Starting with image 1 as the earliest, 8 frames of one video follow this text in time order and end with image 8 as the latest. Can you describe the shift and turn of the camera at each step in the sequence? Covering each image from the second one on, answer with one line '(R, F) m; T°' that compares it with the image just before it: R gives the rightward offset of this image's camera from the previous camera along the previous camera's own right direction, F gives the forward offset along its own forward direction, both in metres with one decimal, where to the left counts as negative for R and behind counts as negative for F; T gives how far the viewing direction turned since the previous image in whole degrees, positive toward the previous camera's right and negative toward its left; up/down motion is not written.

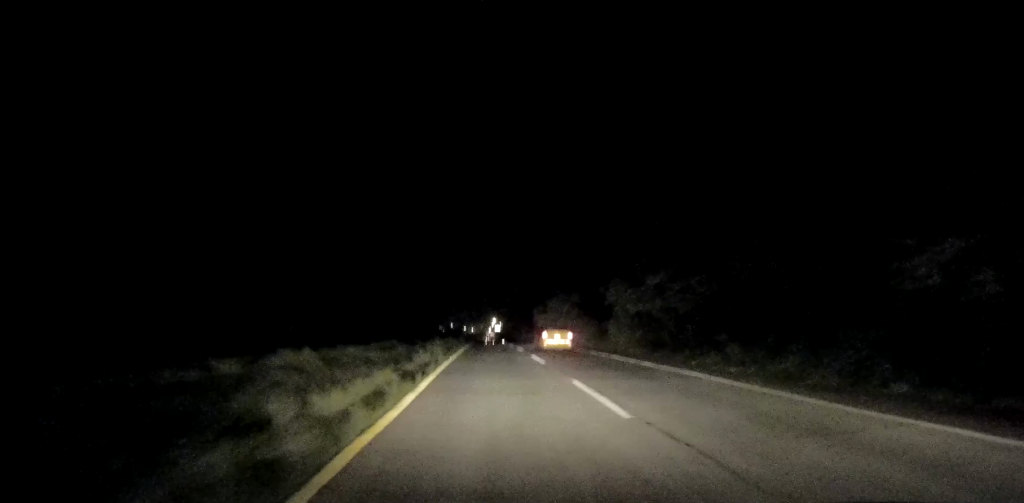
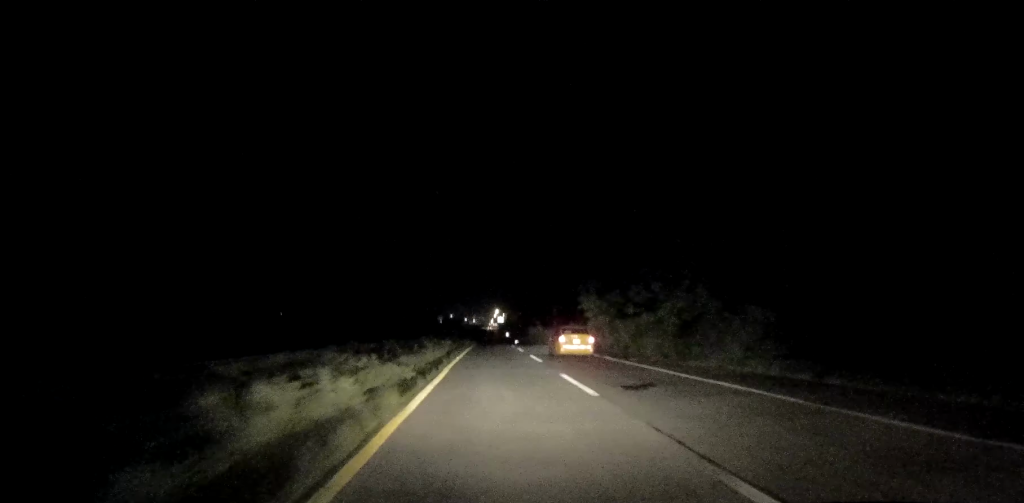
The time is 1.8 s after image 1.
(0.0, +33.2) m; 0°
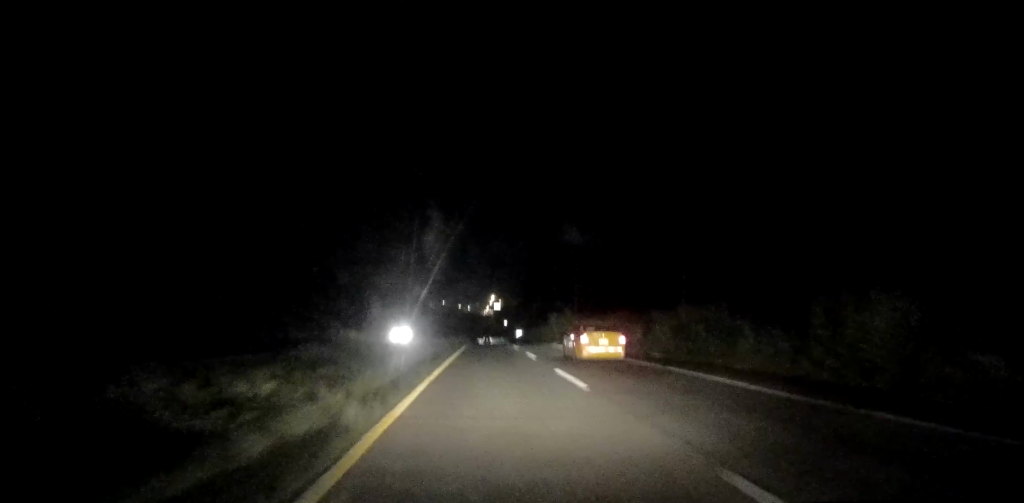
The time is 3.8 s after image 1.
(0.0, +35.6) m; 0°
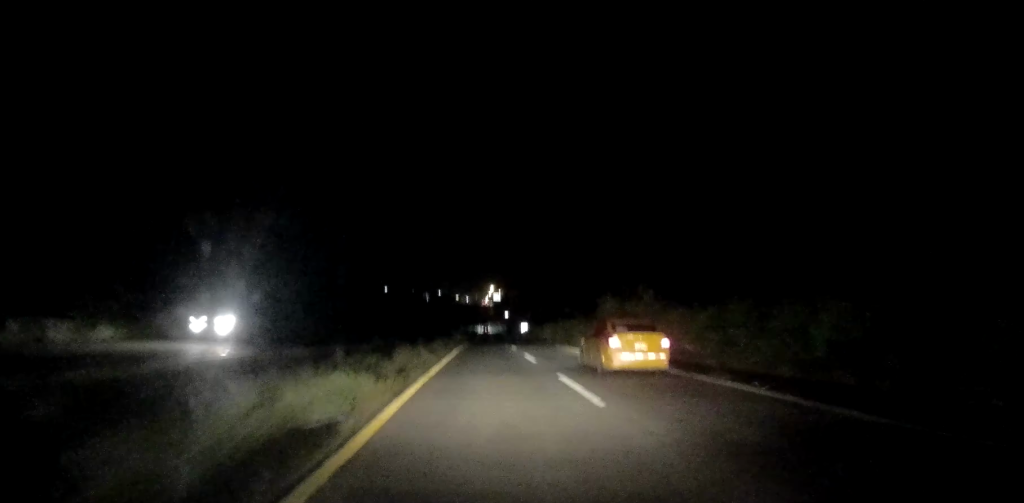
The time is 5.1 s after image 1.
(0.0, +25.5) m; 0°
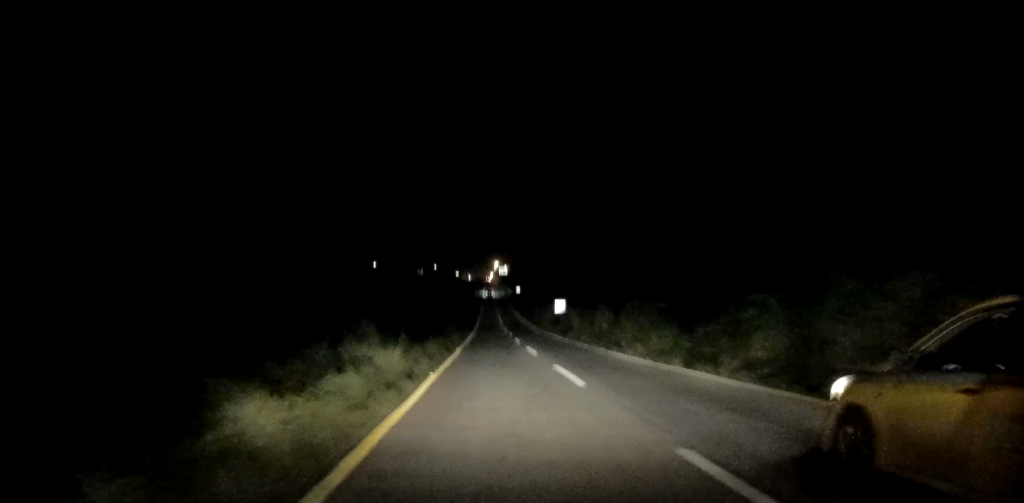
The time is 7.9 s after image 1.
(-0.2, +56.3) m; 0°
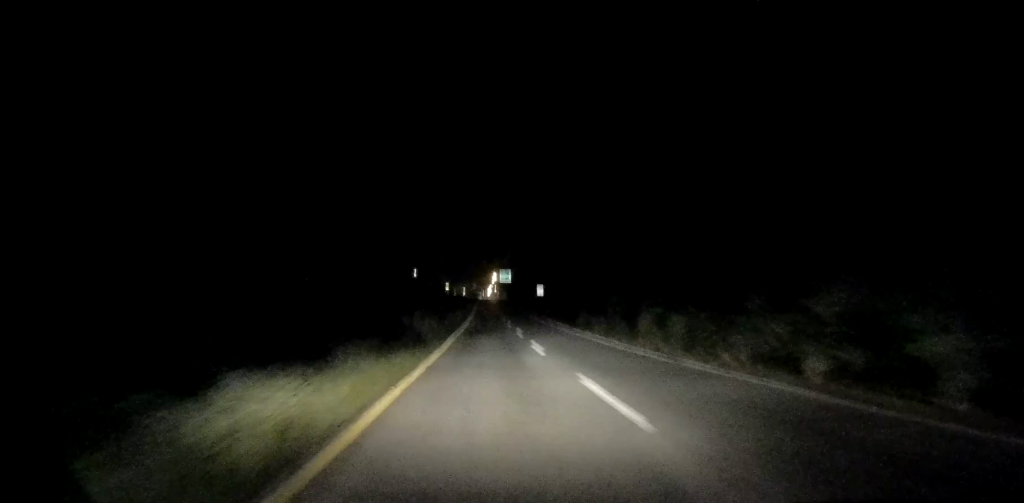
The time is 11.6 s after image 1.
(+0.8, +76.5) m; +1°
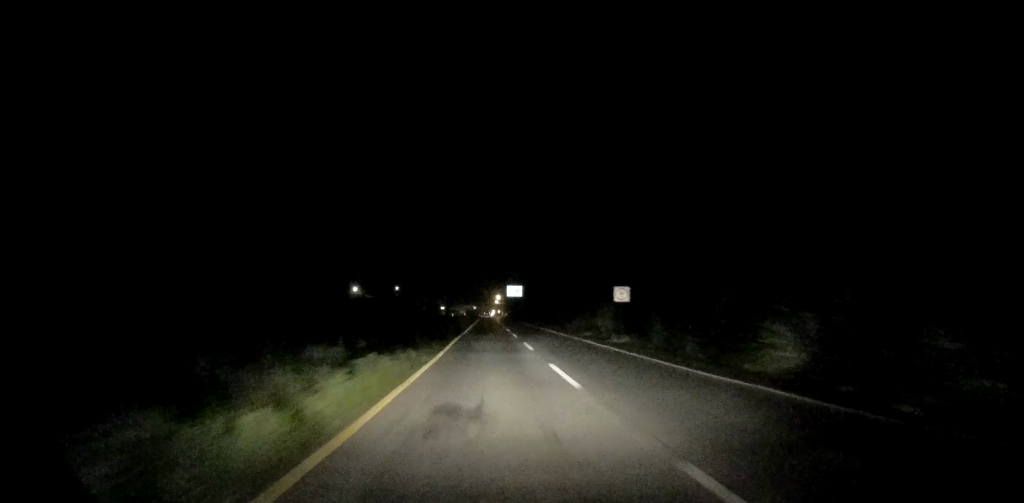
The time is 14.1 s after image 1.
(-0.3, +53.9) m; 0°
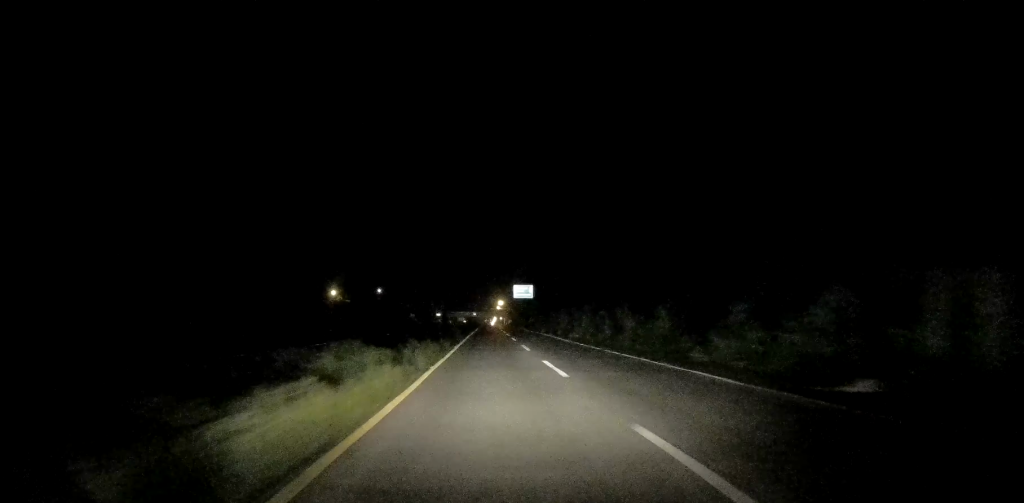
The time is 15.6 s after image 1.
(0.0, +32.5) m; 0°
